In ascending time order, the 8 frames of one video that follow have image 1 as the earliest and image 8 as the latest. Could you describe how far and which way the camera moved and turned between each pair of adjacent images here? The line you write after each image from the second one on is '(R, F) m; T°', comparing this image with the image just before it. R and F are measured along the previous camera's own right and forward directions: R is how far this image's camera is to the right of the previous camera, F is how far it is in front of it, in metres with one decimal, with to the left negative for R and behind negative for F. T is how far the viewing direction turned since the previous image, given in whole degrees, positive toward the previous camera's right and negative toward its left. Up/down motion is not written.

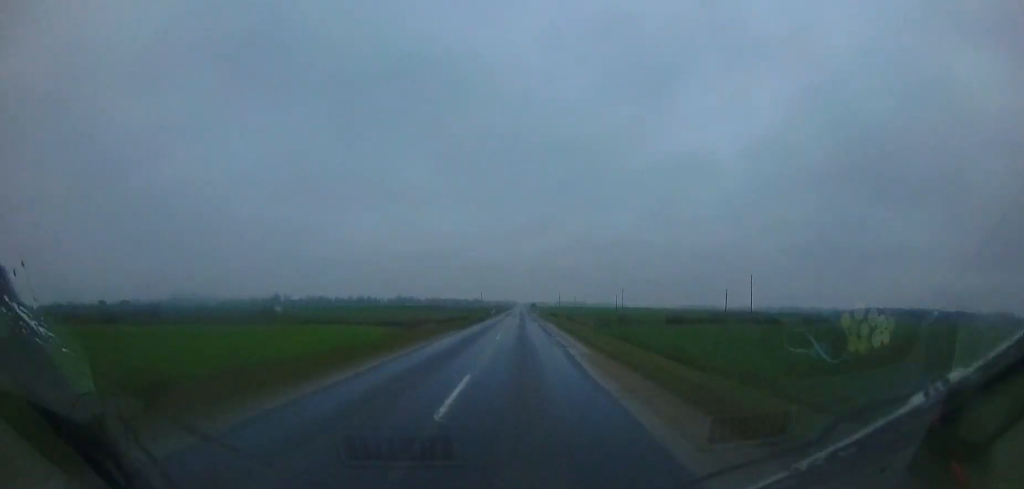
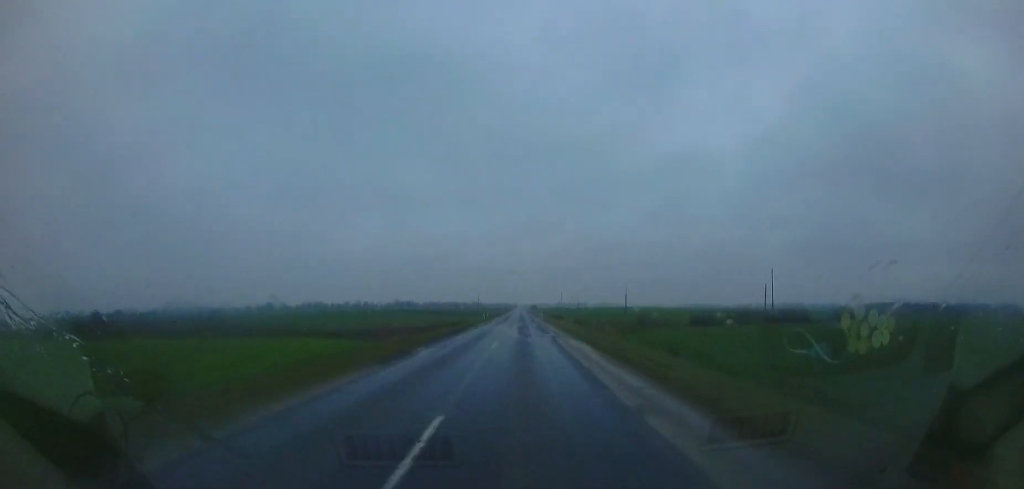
(0.0, +14.6) m; 0°
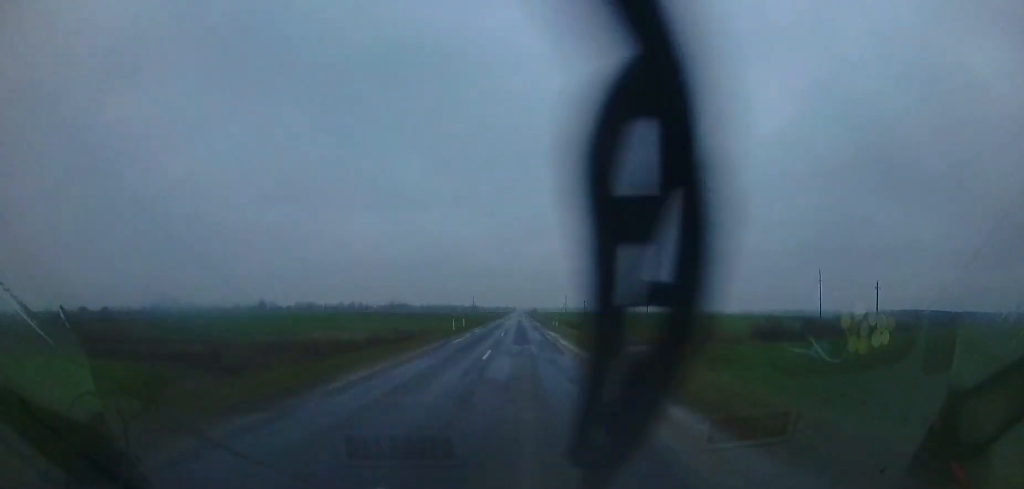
(0.0, +26.0) m; 0°
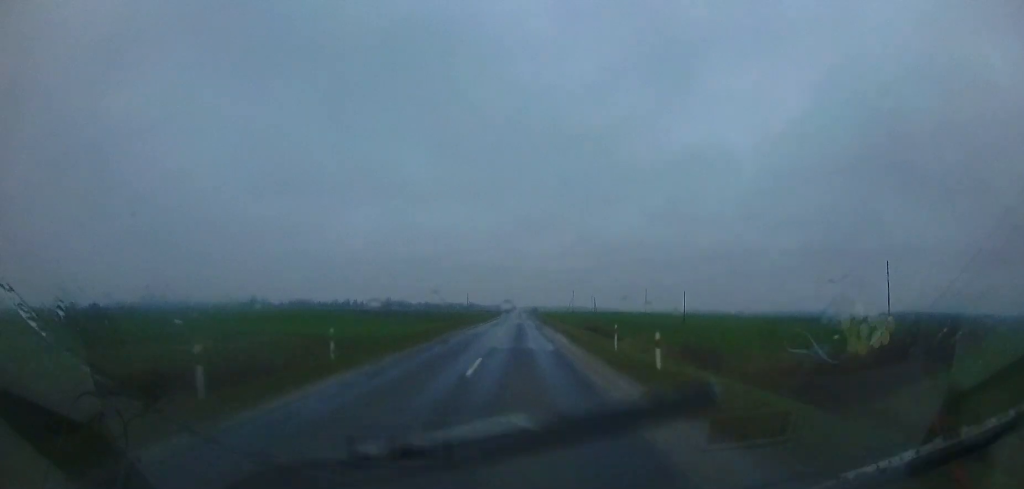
(+0.1, +27.2) m; 0°
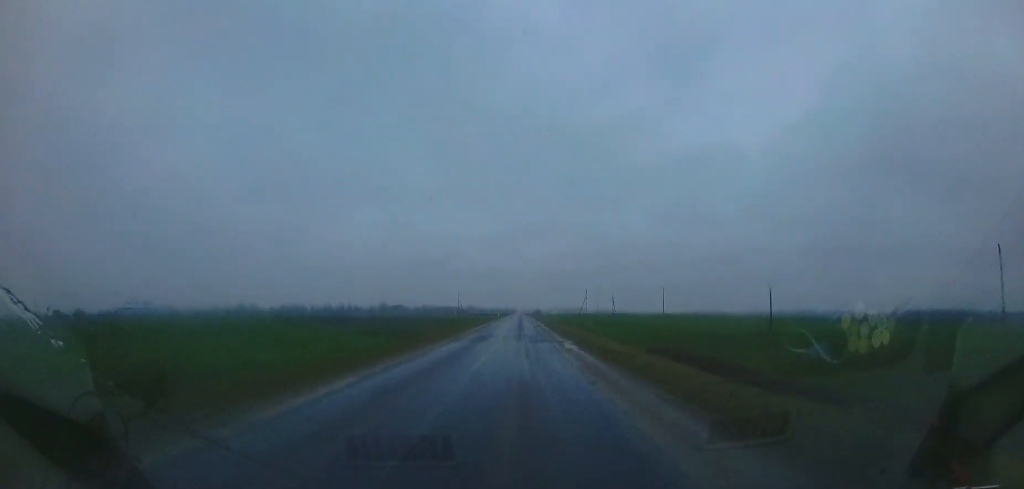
(-0.1, +33.8) m; 0°
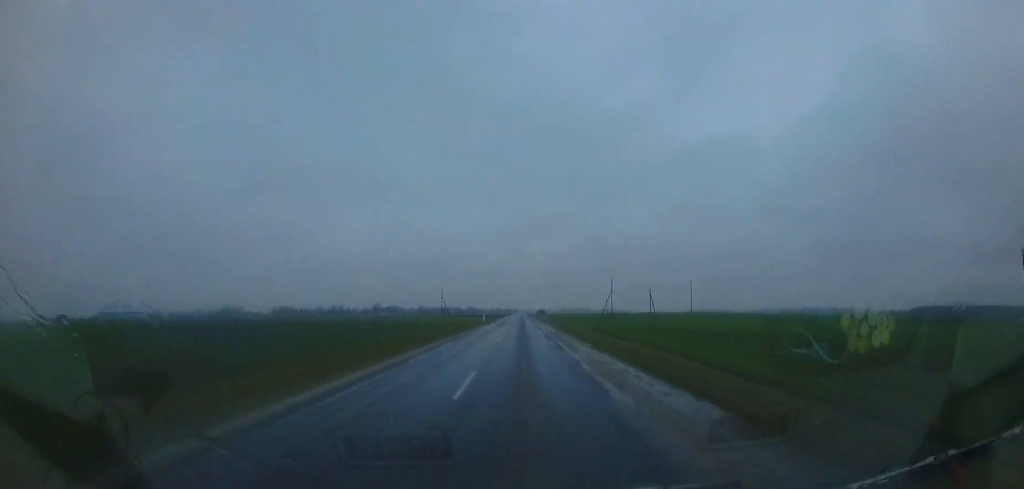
(+0.2, +40.1) m; 0°
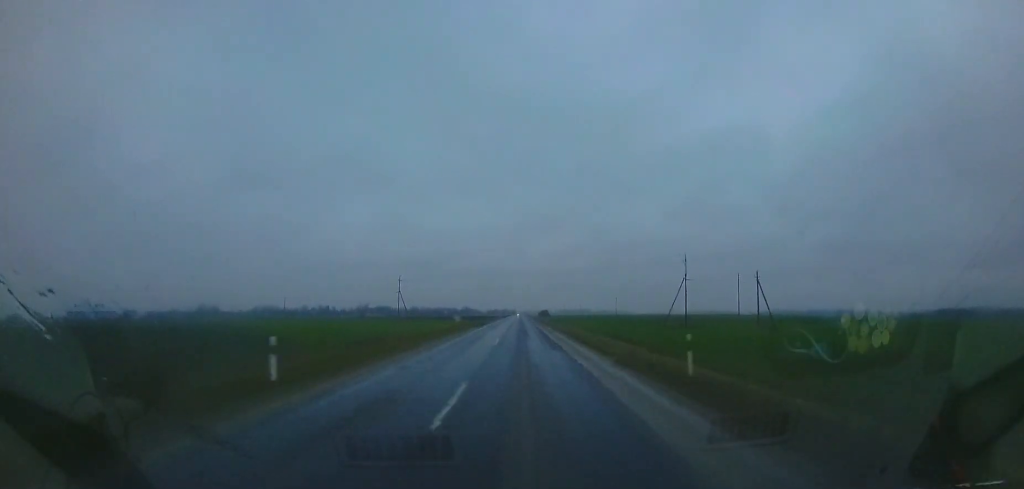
(-0.3, +49.1) m; -1°
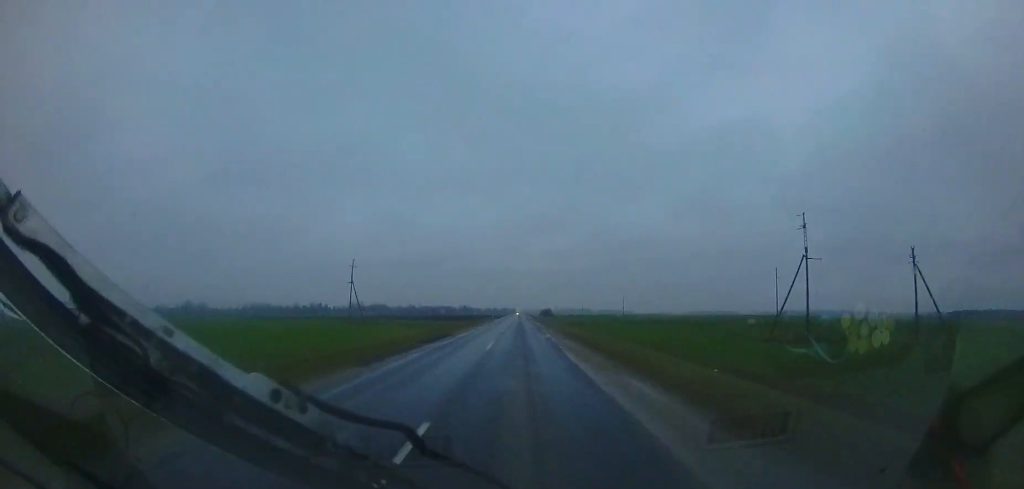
(-0.1, +26.8) m; 0°
